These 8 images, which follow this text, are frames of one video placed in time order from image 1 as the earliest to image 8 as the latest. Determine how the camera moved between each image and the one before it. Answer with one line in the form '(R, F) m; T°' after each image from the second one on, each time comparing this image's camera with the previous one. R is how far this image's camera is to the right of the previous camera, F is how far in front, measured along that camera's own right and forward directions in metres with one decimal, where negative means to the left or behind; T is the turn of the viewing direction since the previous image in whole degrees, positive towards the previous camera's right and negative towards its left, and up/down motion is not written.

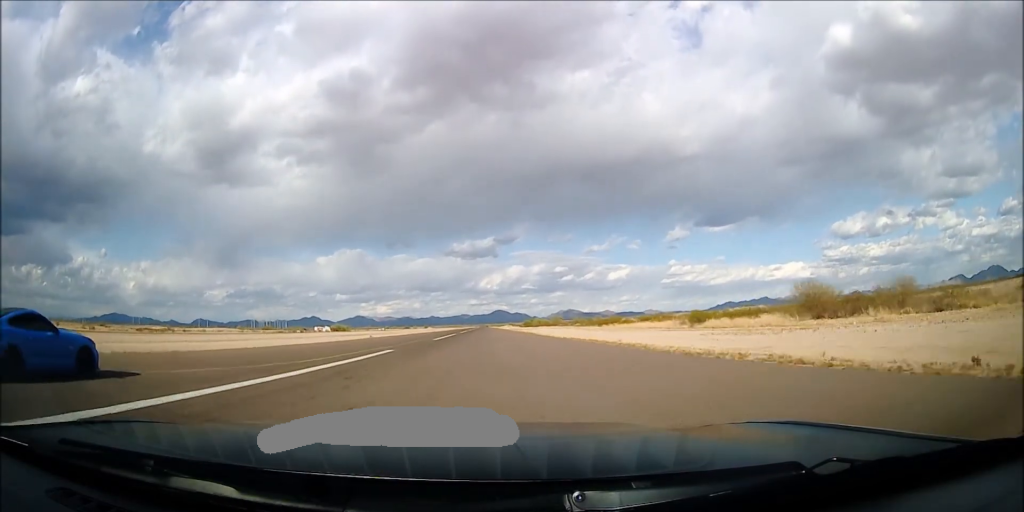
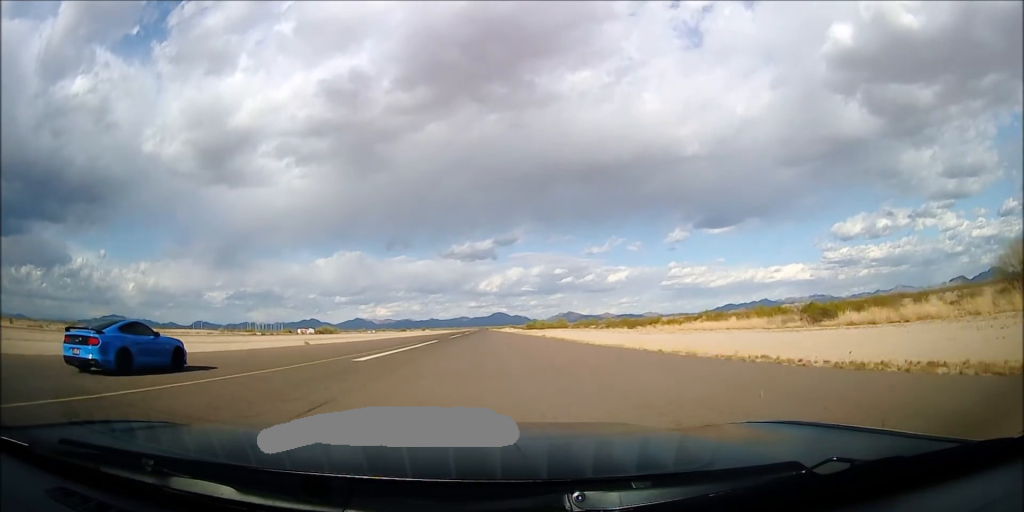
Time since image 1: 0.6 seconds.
(+0.2, +33.0) m; 0°
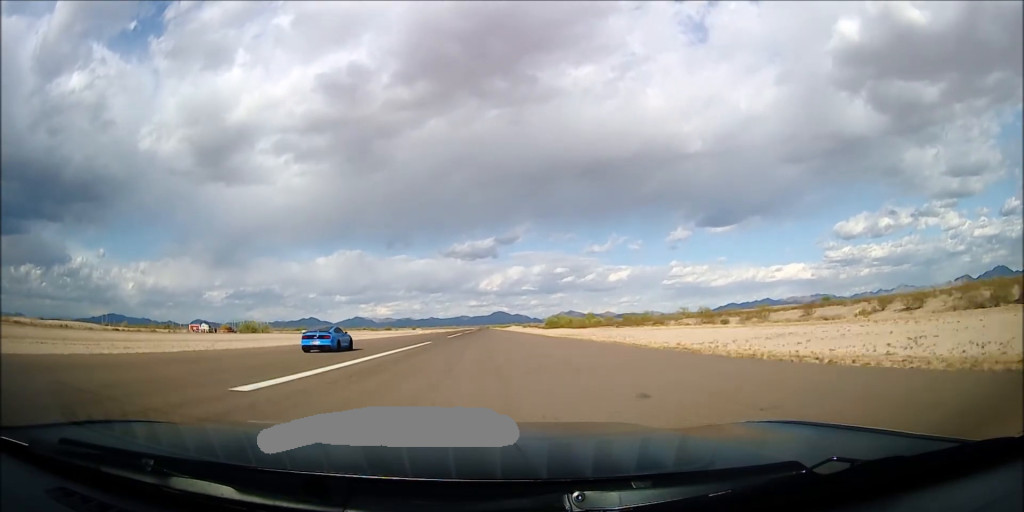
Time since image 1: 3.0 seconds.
(+0.1, +134.0) m; -1°
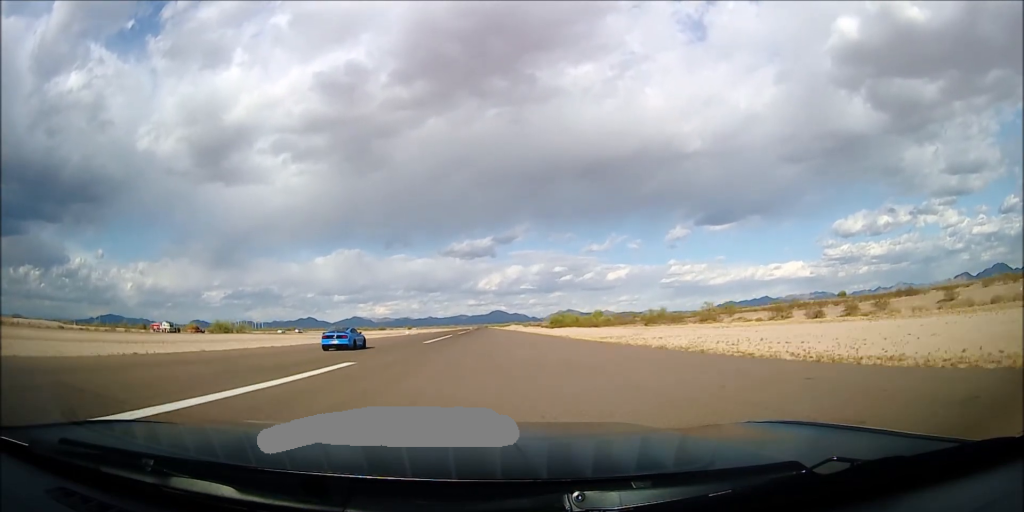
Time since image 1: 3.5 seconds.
(+0.2, +27.2) m; -1°
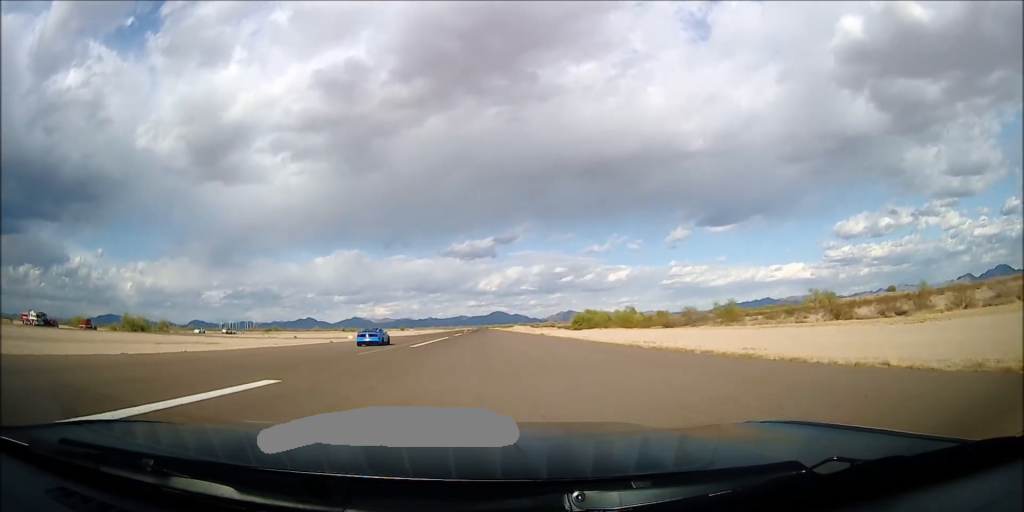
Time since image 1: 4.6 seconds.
(-1.2, +68.1) m; 0°
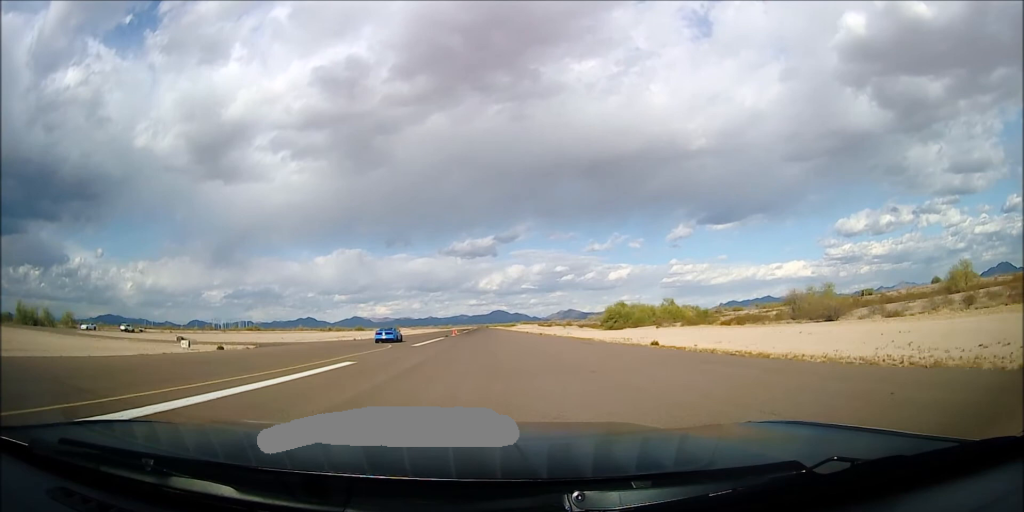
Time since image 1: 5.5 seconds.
(+0.4, +53.4) m; +1°
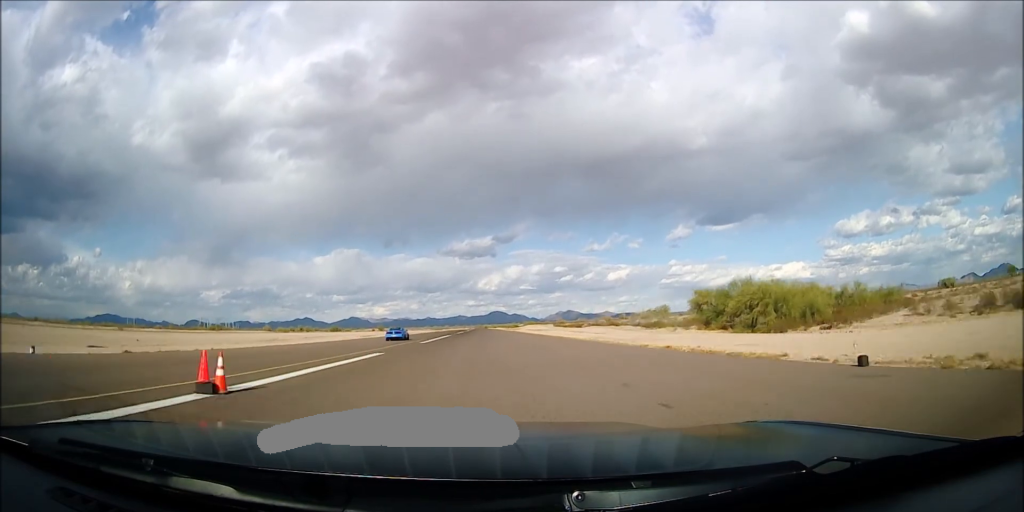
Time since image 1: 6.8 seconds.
(+0.8, +80.2) m; +1°
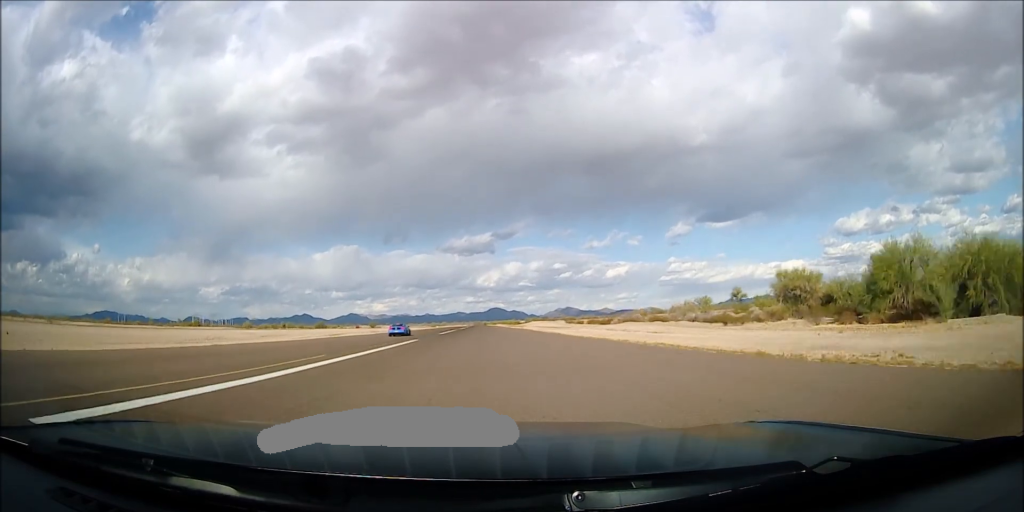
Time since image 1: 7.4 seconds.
(0.0, +38.4) m; 0°
